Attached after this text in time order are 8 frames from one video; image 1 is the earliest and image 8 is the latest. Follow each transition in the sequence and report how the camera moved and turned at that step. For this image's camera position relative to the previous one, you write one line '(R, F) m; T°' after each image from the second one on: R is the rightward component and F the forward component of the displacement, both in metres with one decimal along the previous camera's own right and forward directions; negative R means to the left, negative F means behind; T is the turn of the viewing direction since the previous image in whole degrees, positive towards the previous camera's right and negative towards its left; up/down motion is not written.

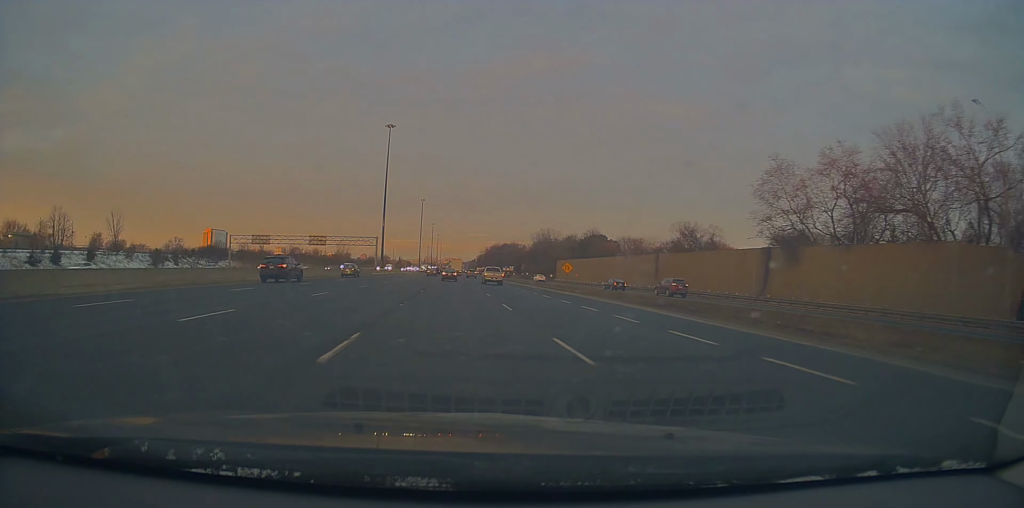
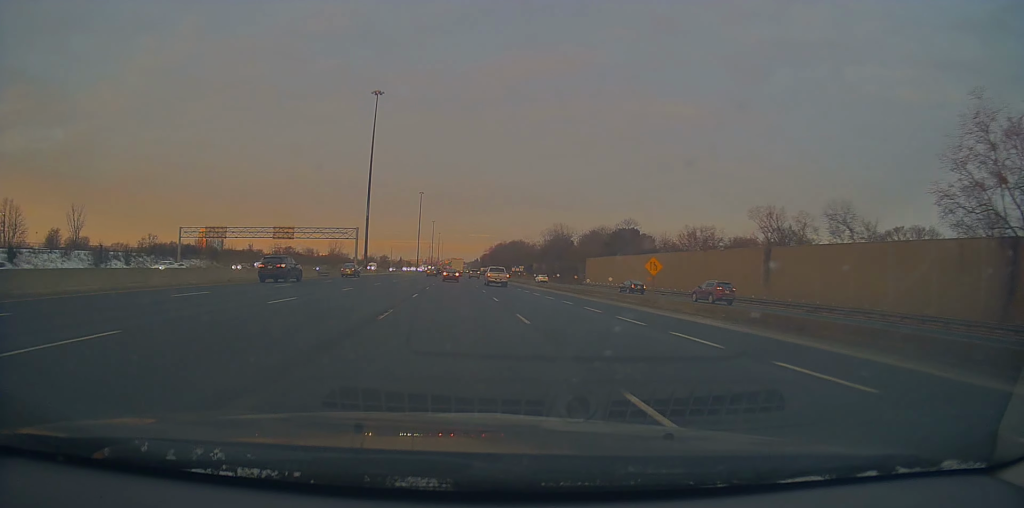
(+0.4, +28.1) m; +1°
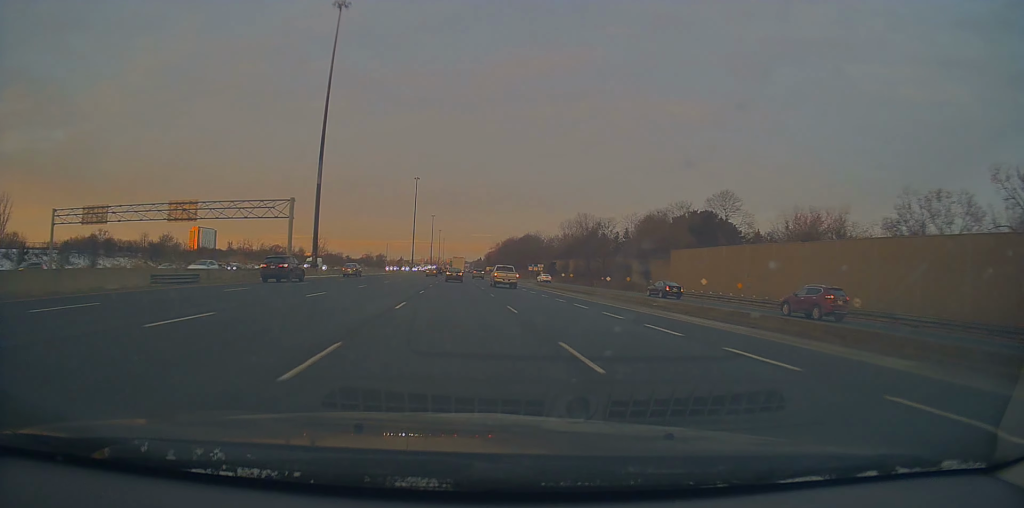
(0.0, +41.4) m; 0°
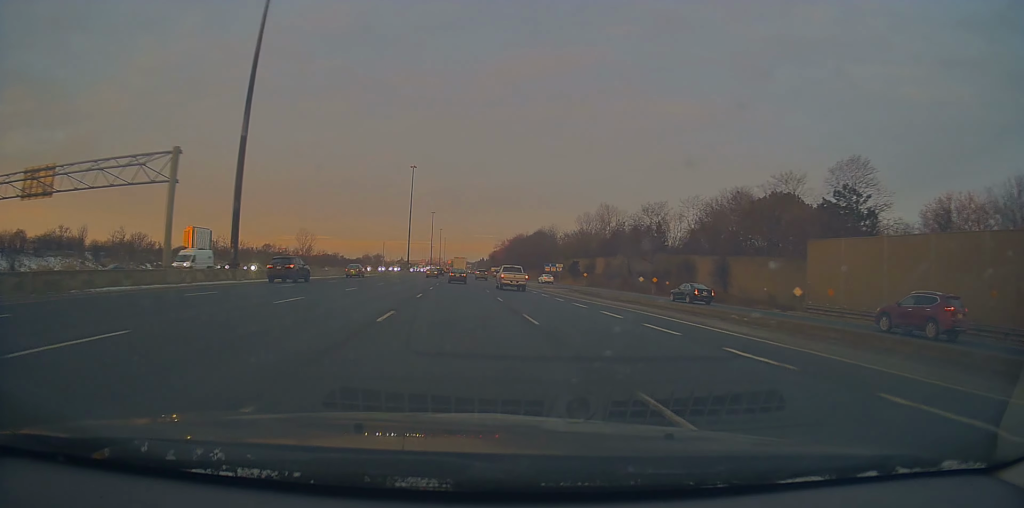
(-0.1, +26.7) m; +1°
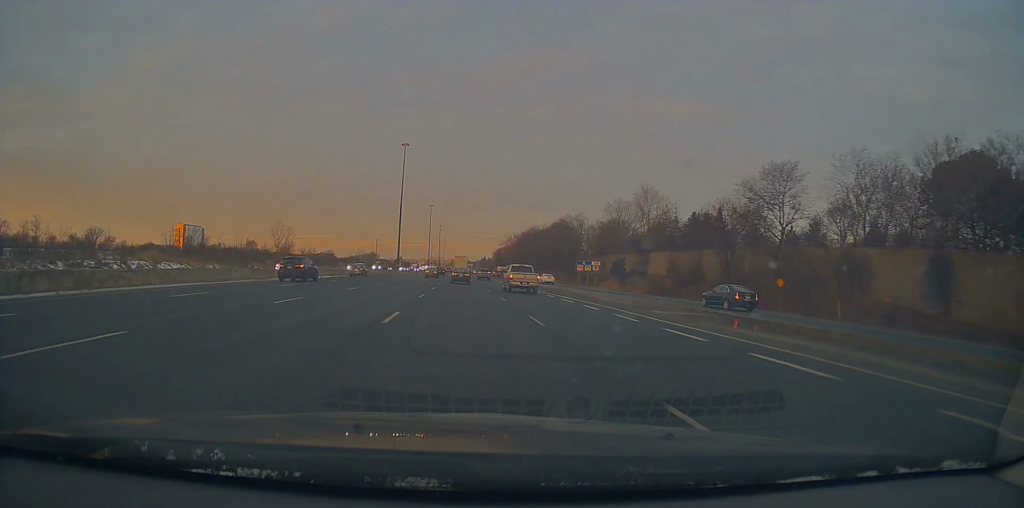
(+0.5, +34.8) m; 0°
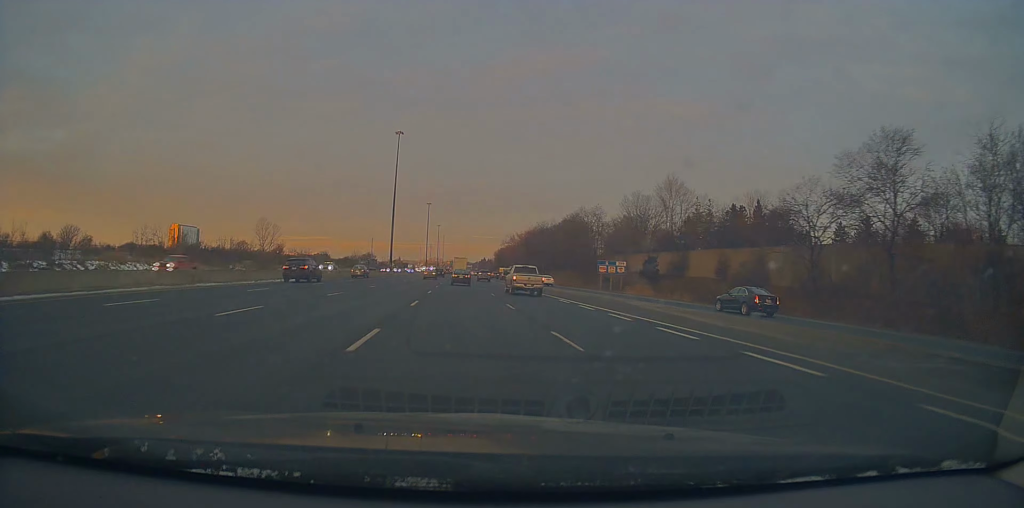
(-0.2, +15.8) m; -1°
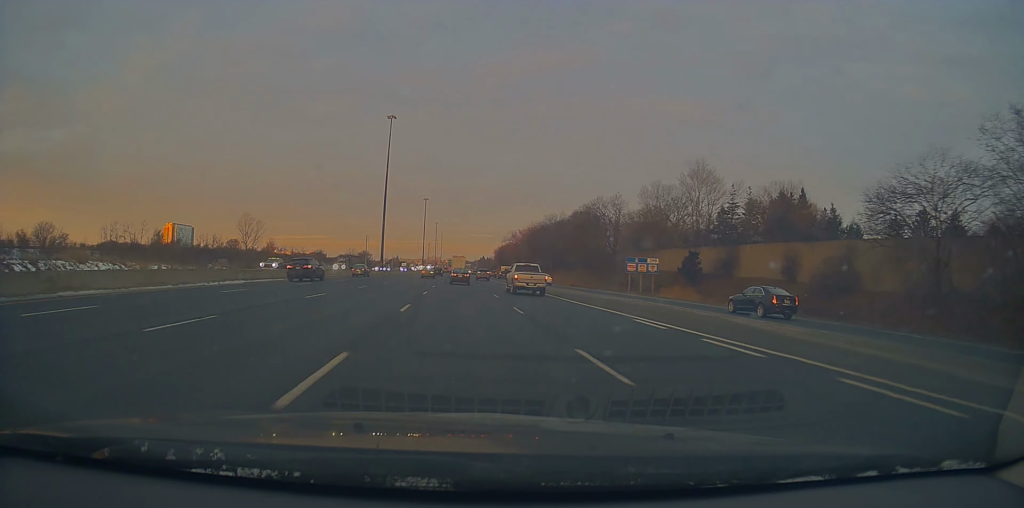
(-0.3, +14.6) m; -1°
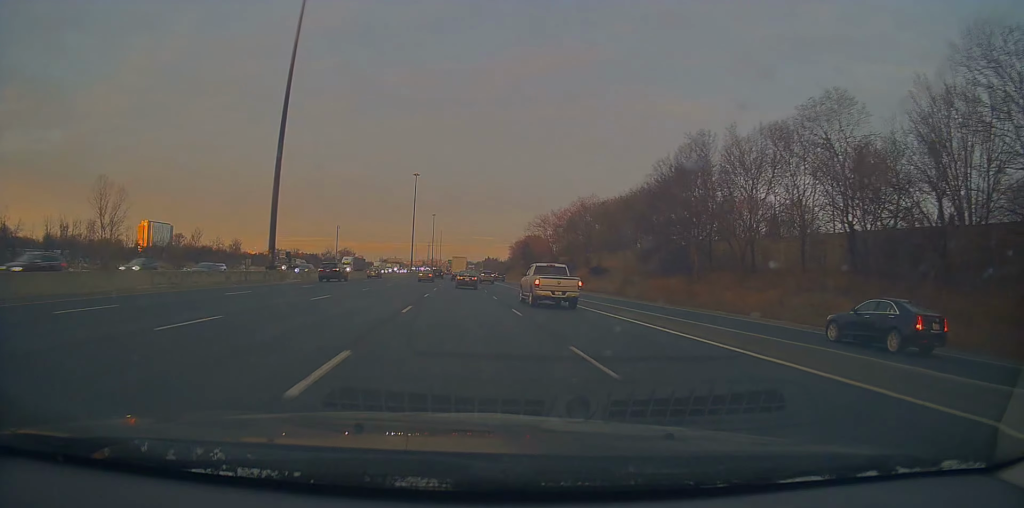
(+1.3, +77.8) m; +1°
